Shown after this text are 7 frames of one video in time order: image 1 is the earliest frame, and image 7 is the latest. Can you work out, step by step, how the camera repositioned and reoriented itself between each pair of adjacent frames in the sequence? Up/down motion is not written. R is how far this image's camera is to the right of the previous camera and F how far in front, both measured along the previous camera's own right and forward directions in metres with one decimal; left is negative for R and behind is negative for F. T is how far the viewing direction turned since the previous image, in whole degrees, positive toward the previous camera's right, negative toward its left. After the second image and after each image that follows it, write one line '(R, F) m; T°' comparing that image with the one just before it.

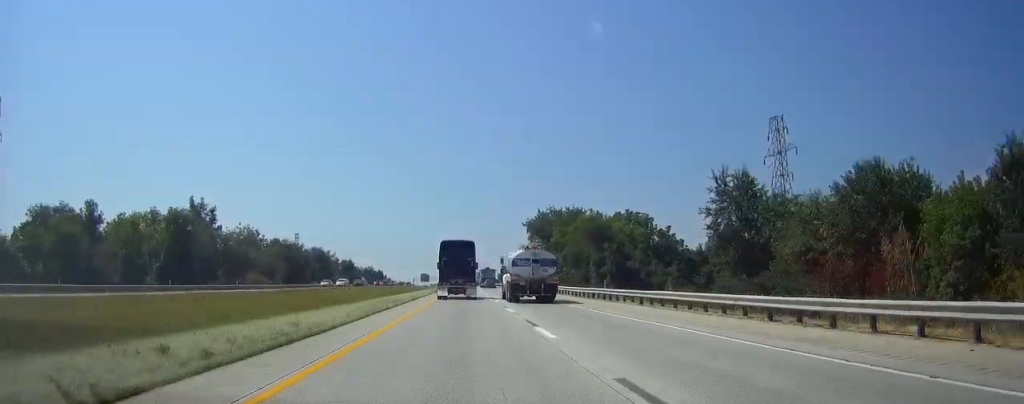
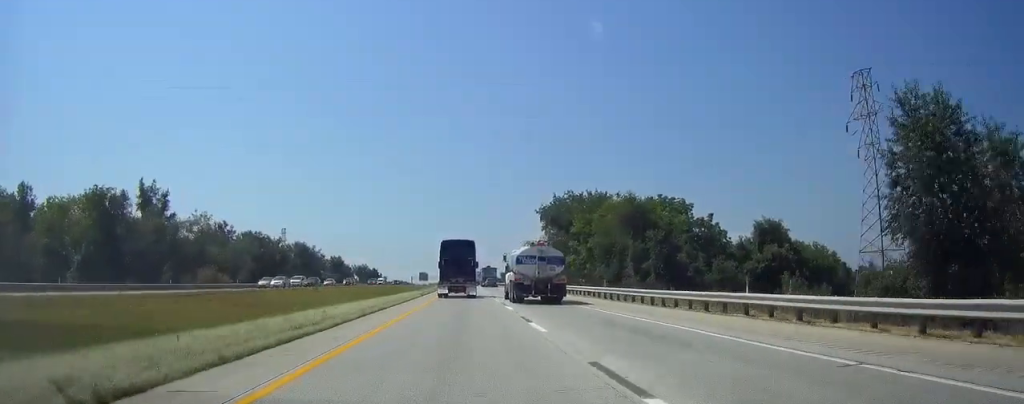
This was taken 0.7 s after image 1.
(0.0, +23.0) m; 0°
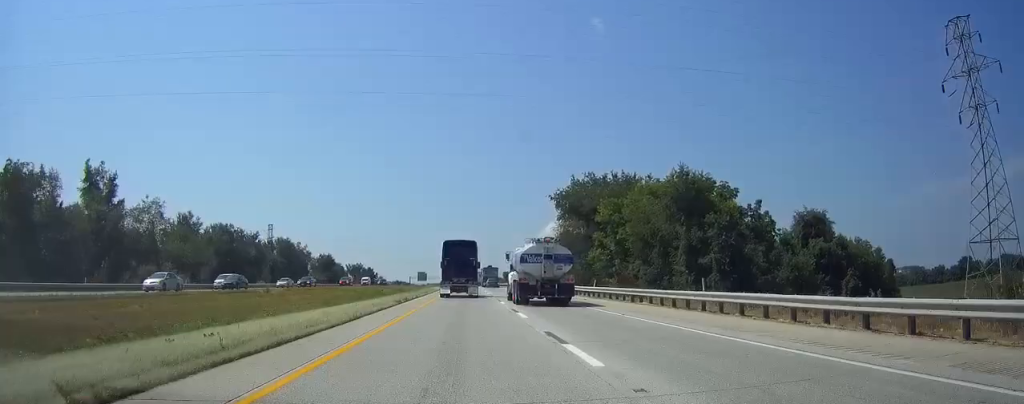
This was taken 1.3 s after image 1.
(0.0, +18.7) m; 0°
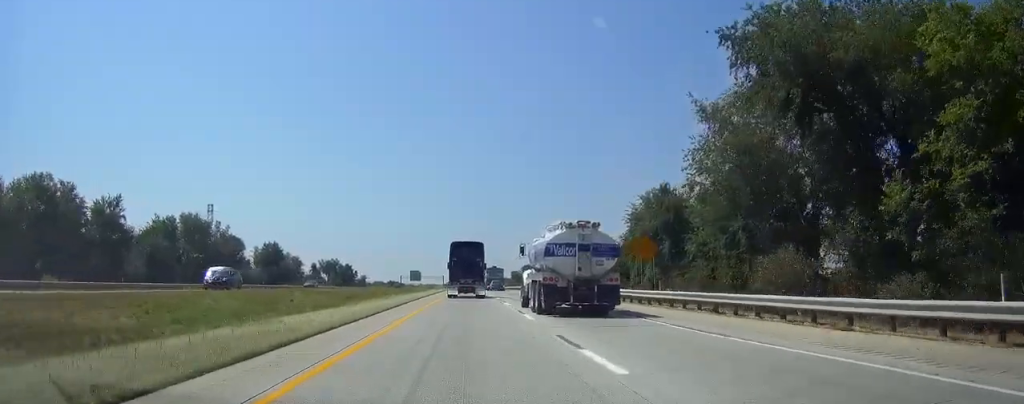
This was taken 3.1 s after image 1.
(-0.2, +62.0) m; 0°
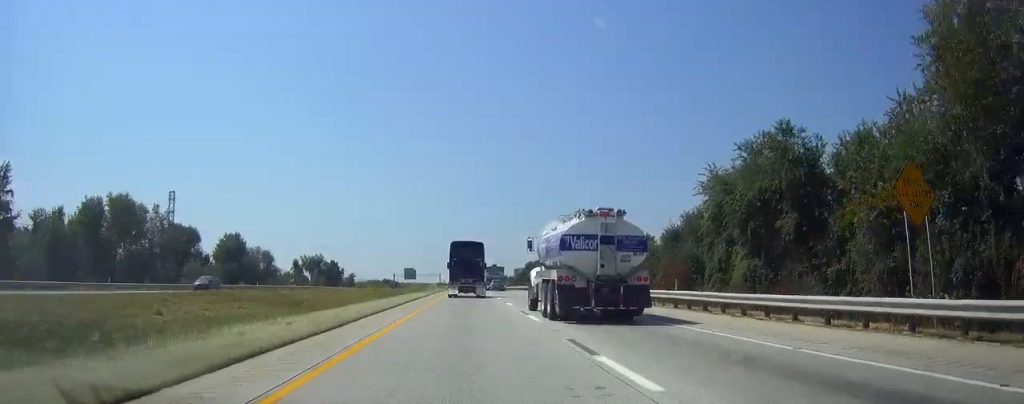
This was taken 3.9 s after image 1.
(0.0, +25.5) m; 0°
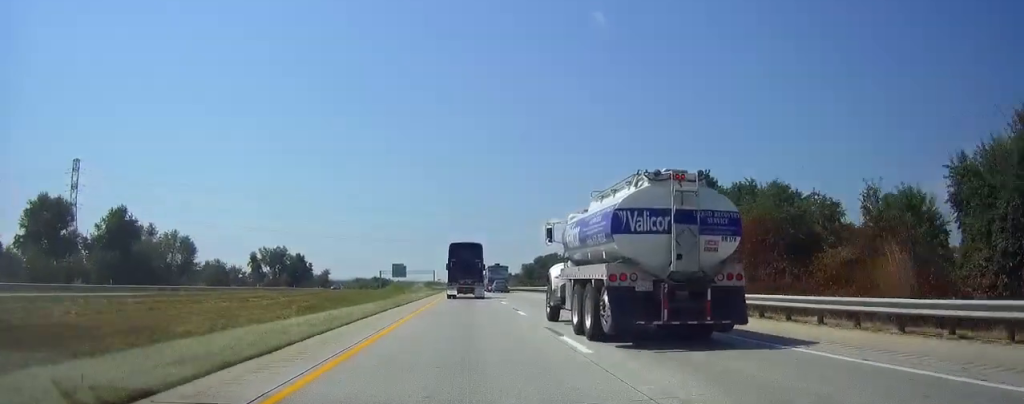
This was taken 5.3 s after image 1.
(+0.1, +45.4) m; 0°
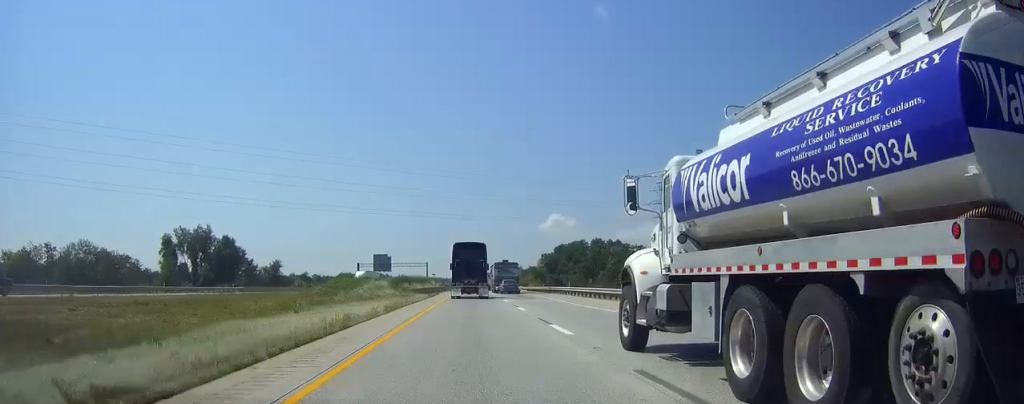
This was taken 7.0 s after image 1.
(0.0, +57.5) m; 0°
